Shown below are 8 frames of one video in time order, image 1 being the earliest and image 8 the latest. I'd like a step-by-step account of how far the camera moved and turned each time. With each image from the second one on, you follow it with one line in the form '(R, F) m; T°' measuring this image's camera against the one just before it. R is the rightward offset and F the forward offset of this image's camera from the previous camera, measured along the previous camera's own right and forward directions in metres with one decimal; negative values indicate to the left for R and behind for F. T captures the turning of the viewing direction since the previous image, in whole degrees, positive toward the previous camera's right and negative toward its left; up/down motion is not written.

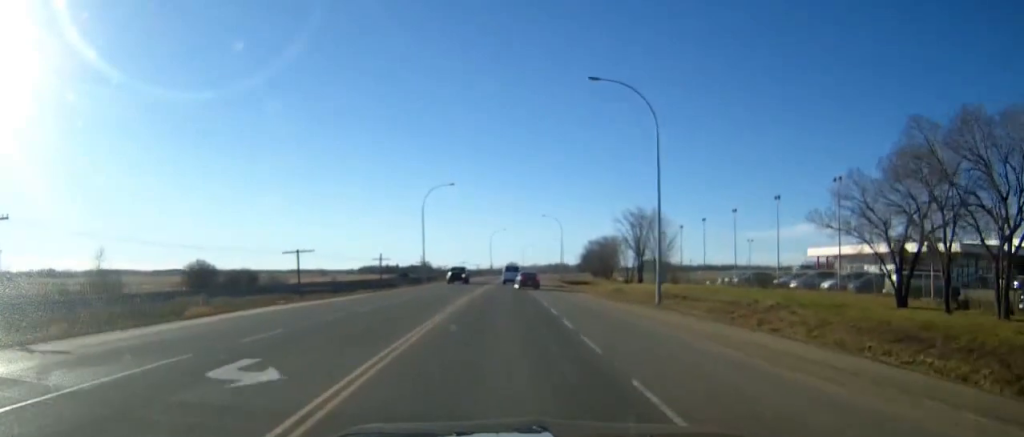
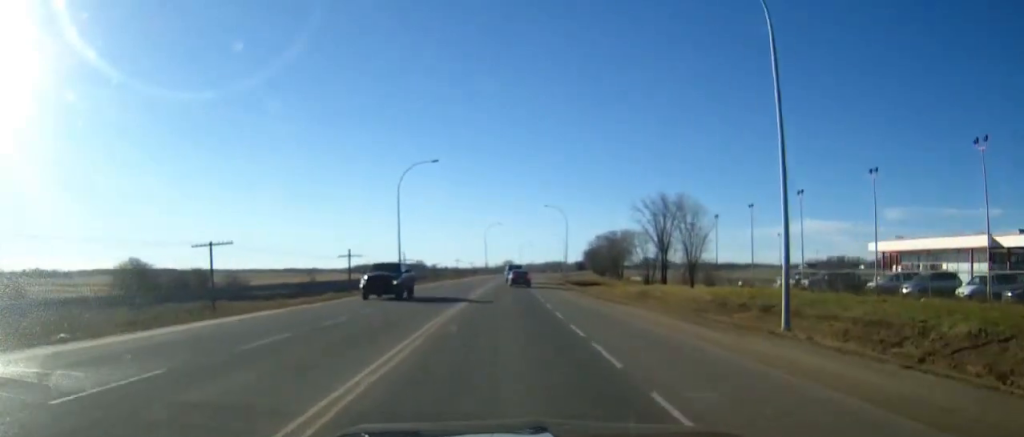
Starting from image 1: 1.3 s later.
(0.0, +19.1) m; 0°
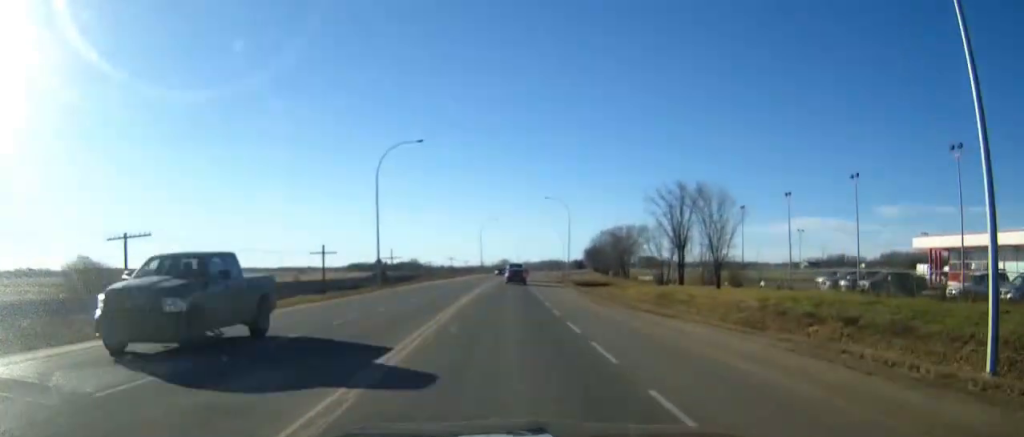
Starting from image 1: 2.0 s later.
(0.0, +10.9) m; 0°
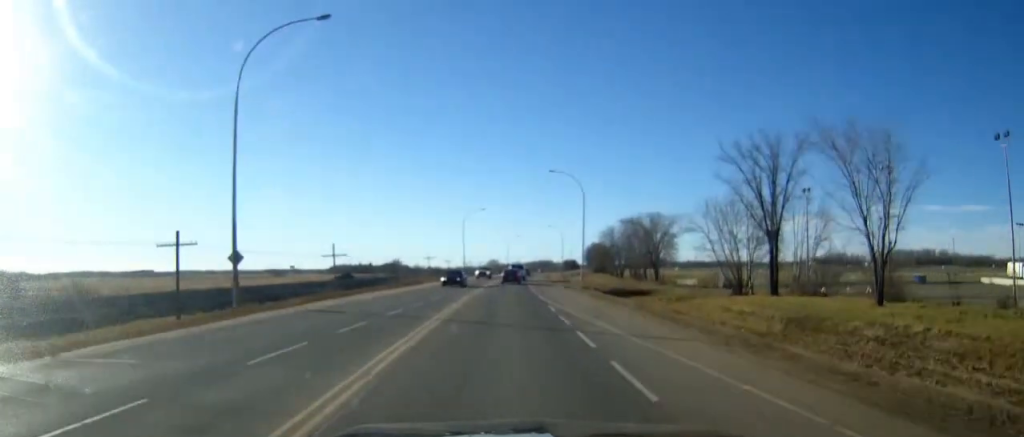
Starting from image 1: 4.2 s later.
(+0.3, +32.3) m; +1°
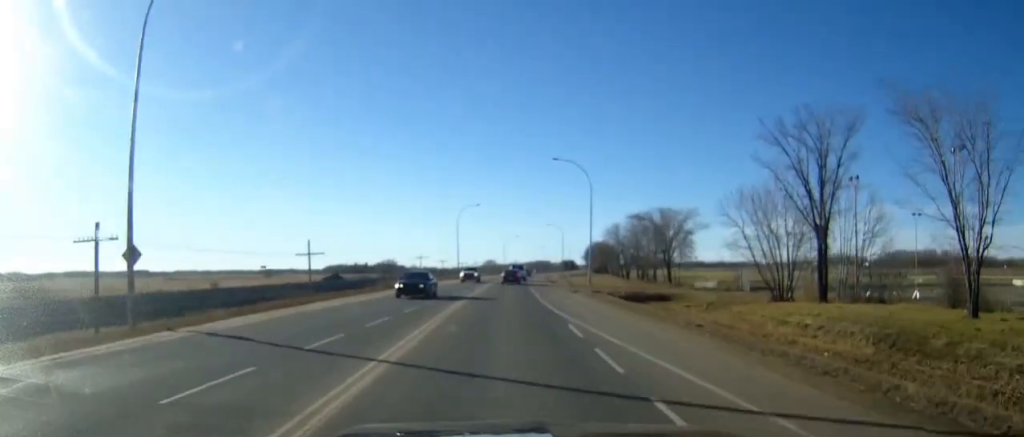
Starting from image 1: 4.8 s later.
(0.0, +9.0) m; 0°
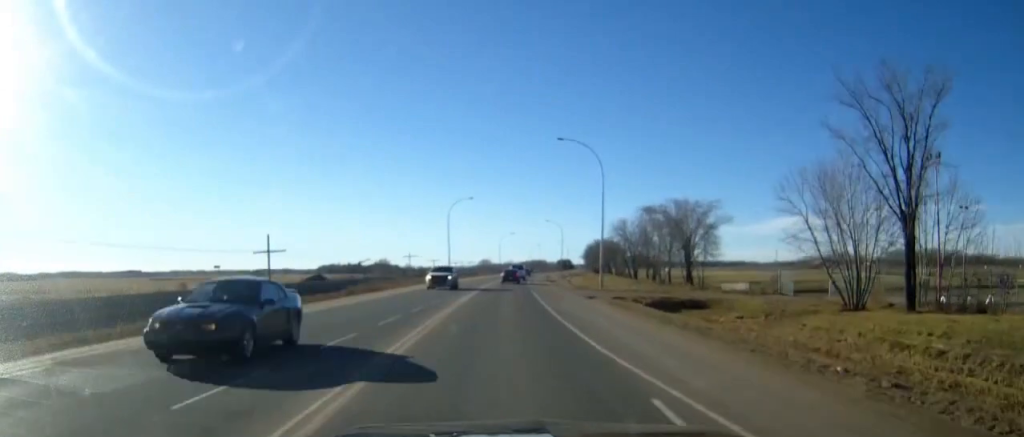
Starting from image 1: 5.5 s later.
(0.0, +11.1) m; 0°
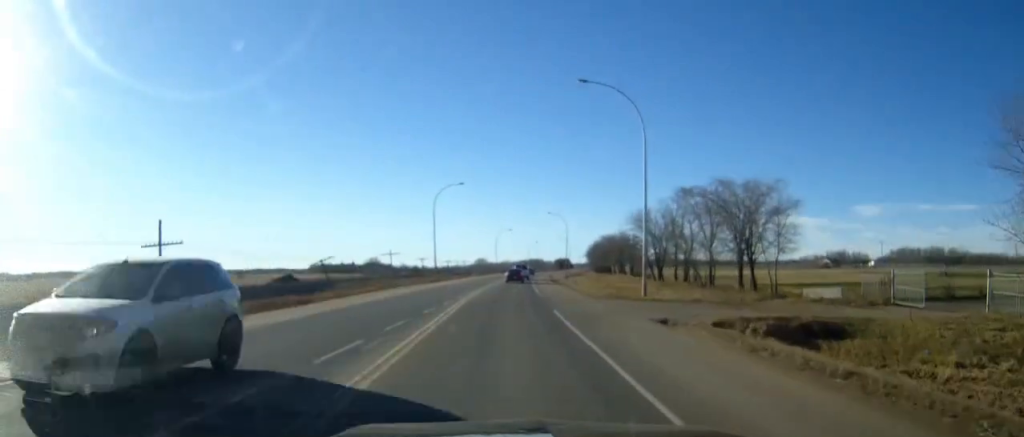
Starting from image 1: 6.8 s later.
(+0.1, +19.1) m; 0°
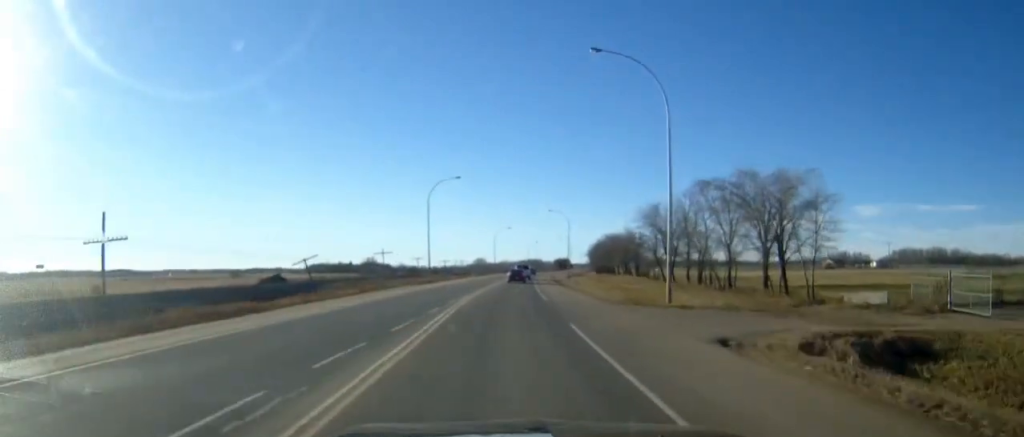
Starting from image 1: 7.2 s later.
(0.0, +6.4) m; 0°
